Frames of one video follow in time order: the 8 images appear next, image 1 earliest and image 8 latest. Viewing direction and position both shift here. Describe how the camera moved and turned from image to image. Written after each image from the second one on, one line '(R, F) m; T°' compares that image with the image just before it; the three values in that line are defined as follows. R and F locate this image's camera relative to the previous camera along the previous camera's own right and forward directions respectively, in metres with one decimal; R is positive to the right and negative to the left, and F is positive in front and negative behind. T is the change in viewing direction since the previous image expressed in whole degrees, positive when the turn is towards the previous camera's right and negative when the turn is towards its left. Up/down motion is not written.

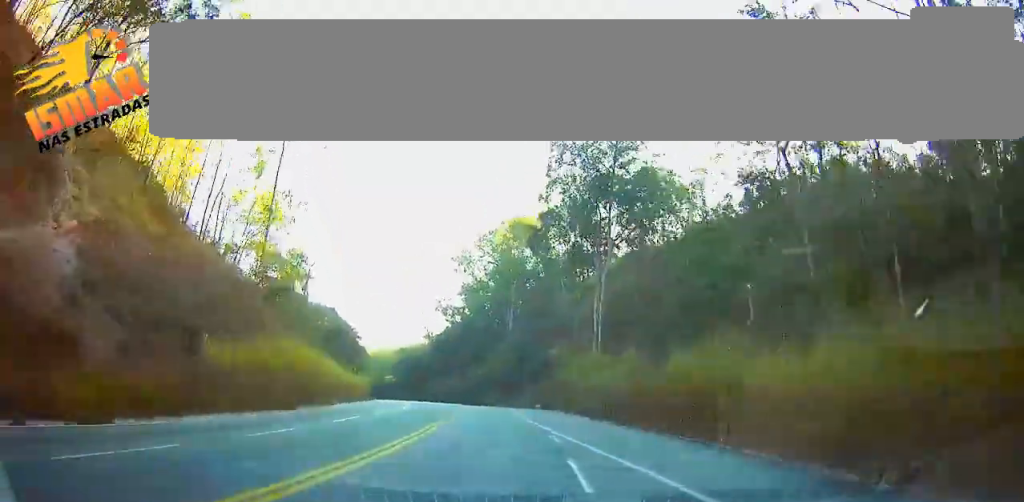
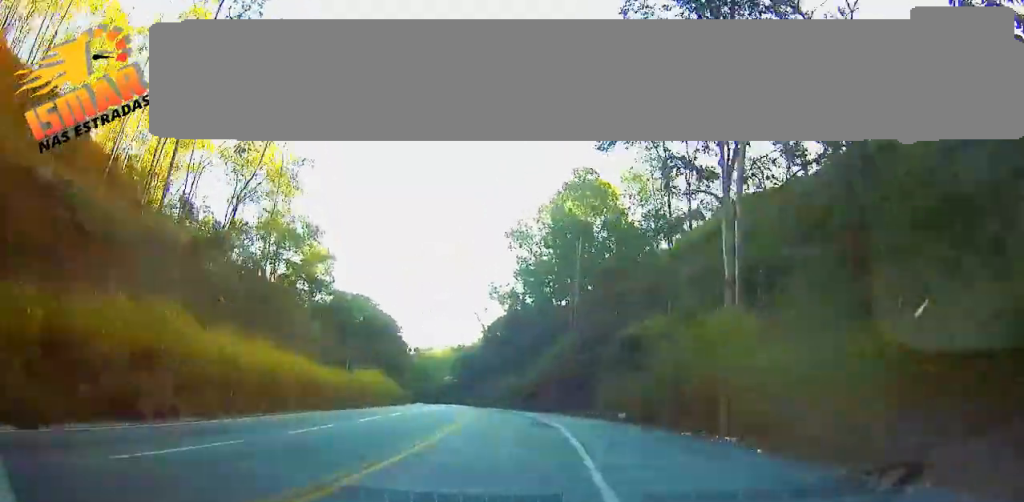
(0.0, +22.1) m; -1°
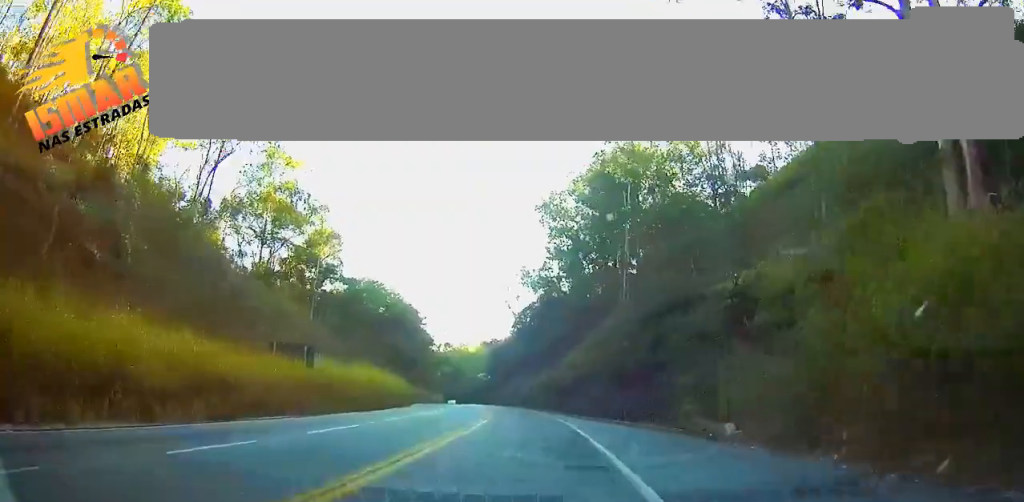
(+0.2, +14.2) m; -7°
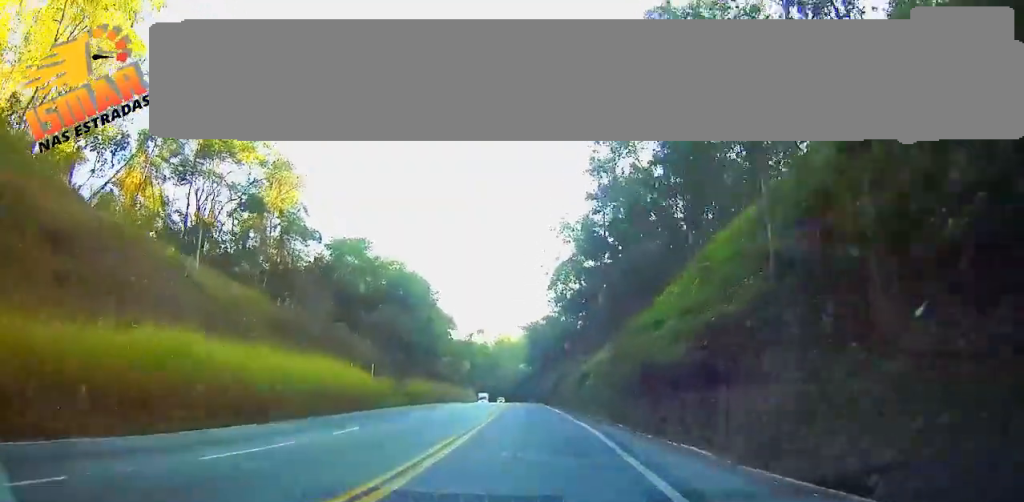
(-4.9, +29.4) m; -13°
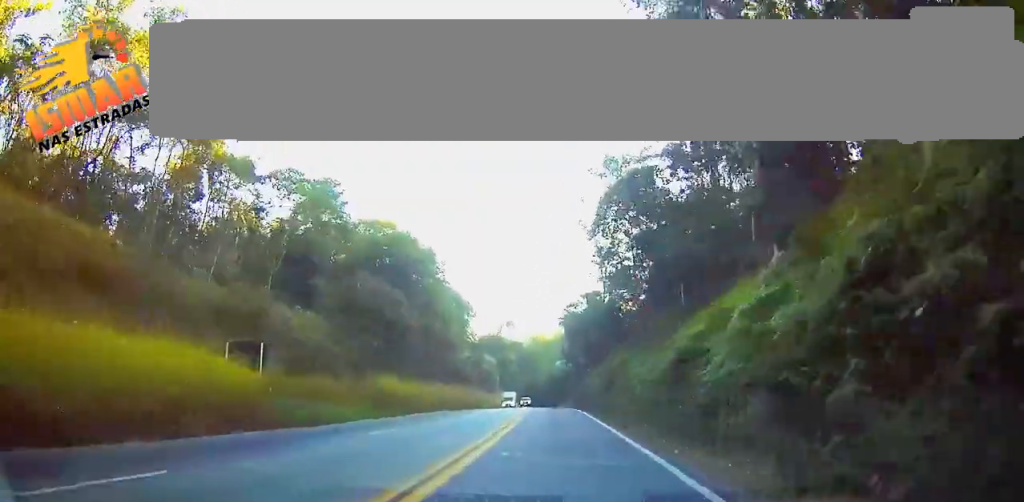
(-0.6, +24.8) m; -2°
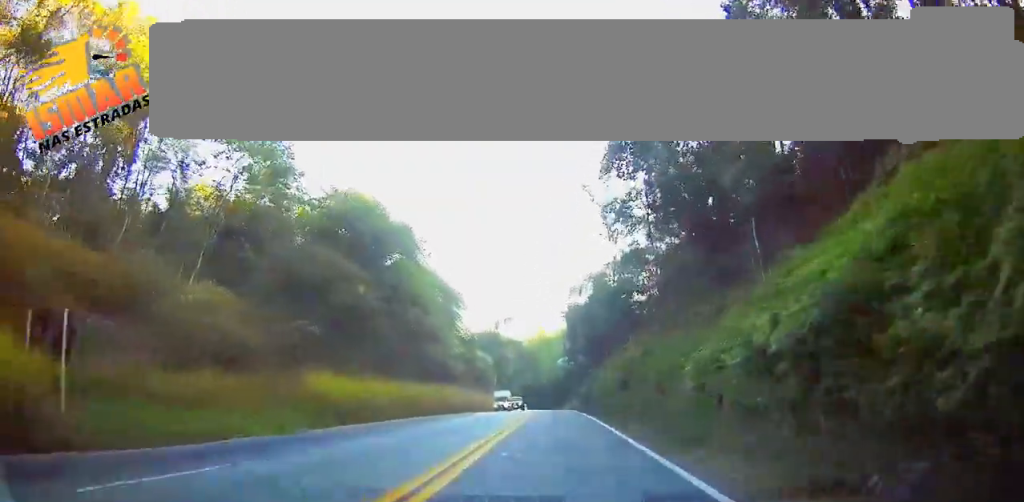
(-0.1, +11.9) m; -1°
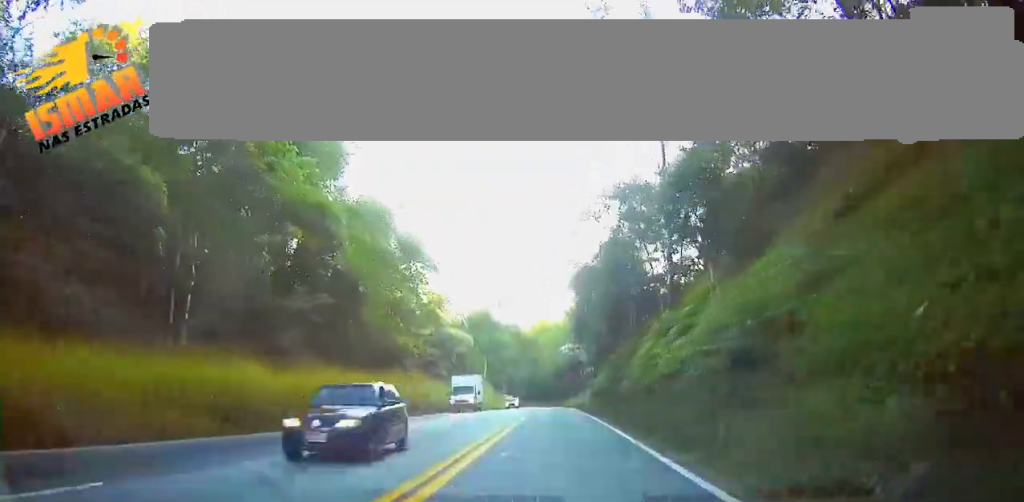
(-0.3, +26.6) m; -2°
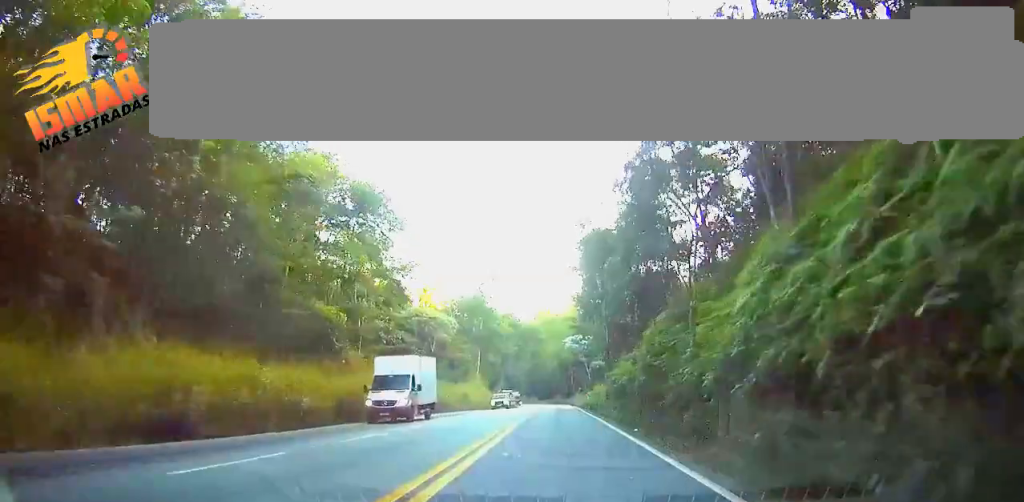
(+0.1, +16.0) m; -2°
